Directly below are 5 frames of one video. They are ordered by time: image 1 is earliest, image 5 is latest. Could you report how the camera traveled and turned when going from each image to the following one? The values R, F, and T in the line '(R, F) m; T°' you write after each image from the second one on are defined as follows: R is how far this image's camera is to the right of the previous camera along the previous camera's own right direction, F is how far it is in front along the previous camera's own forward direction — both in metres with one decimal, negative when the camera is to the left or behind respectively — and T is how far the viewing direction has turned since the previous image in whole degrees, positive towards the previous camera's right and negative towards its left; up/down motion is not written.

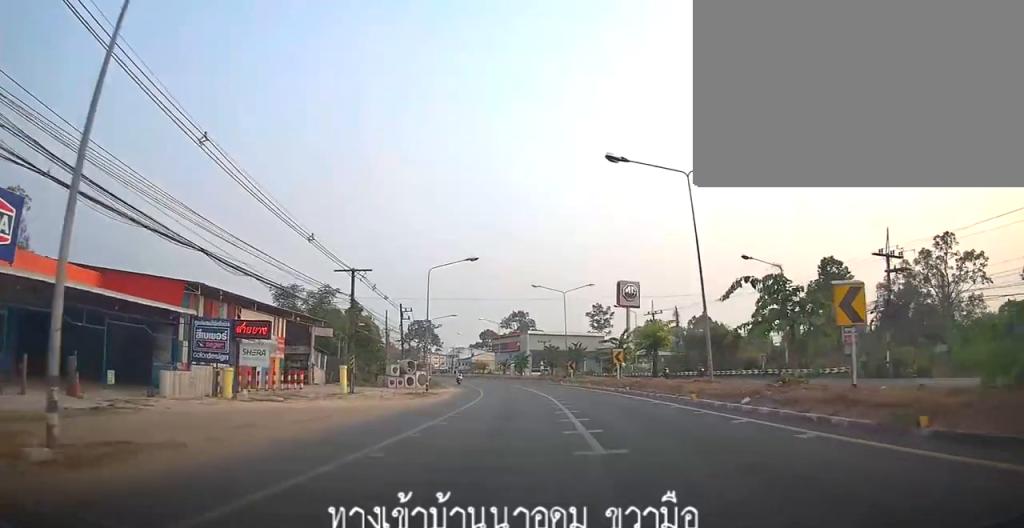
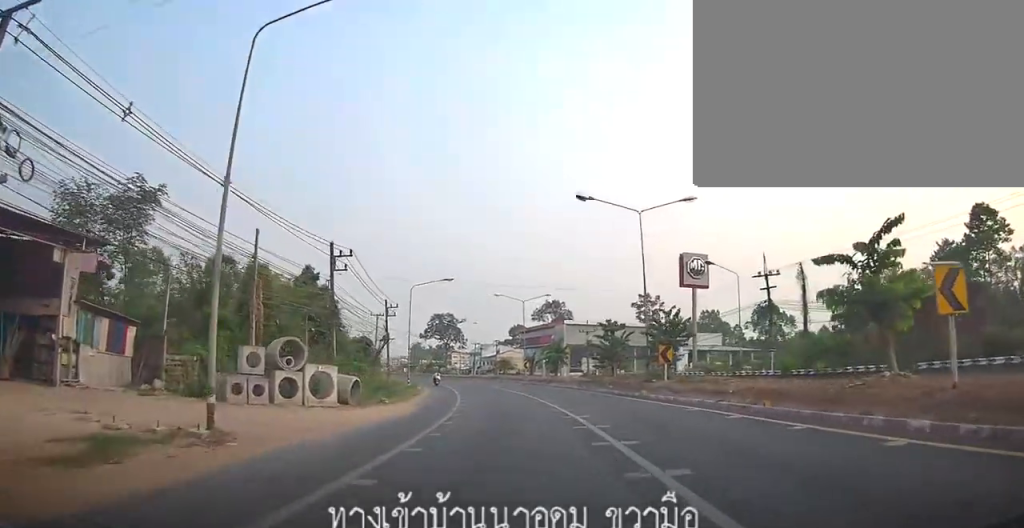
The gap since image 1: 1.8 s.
(-0.3, +28.7) m; -1°
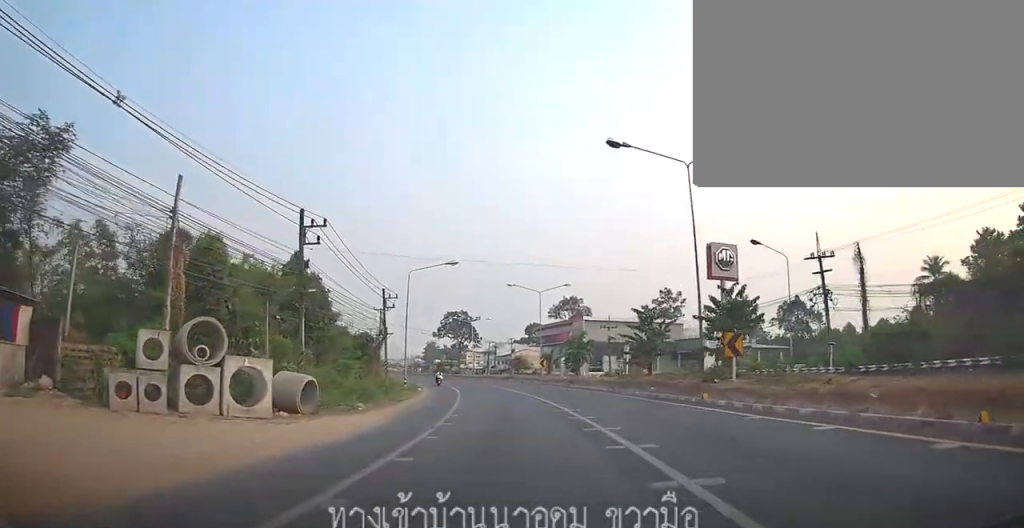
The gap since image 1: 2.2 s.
(+0.5, +6.7) m; -1°
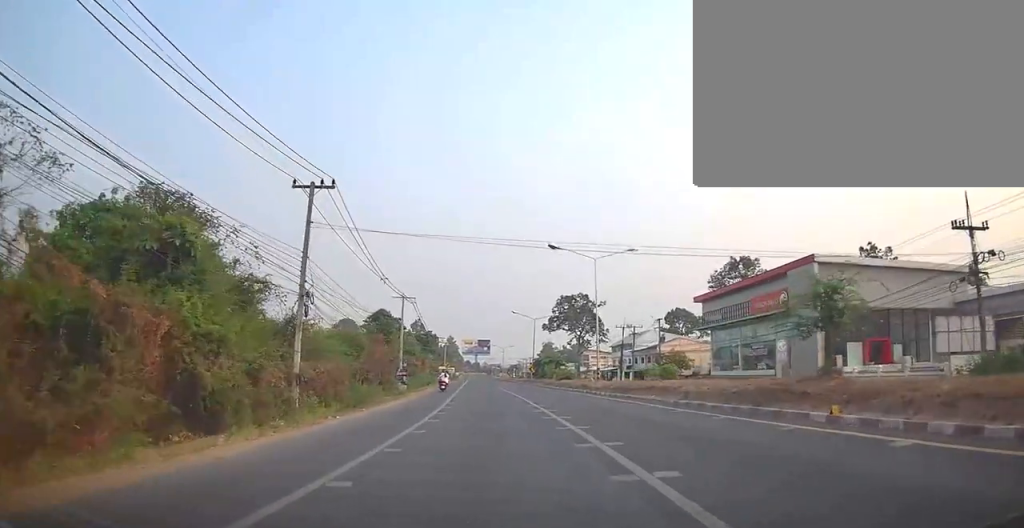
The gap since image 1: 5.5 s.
(-4.1, +51.8) m; -9°
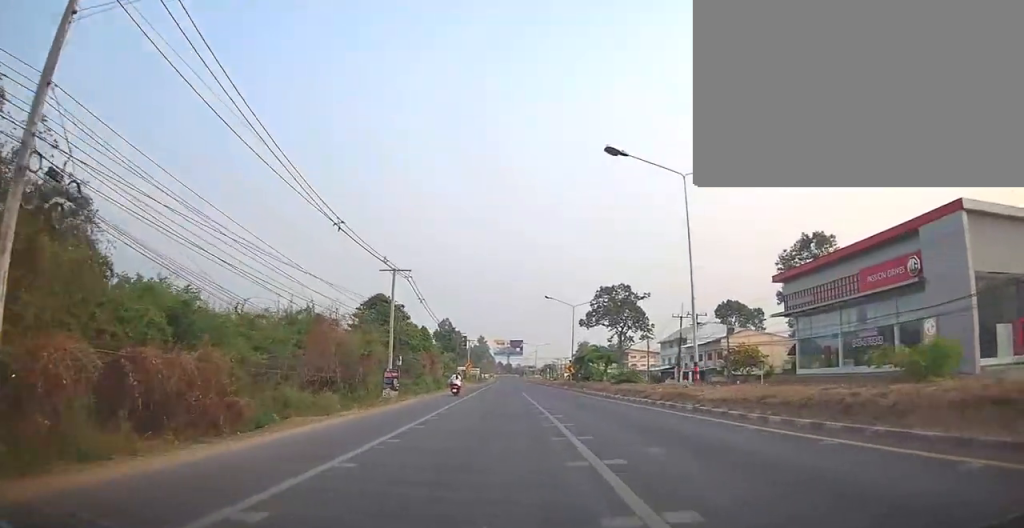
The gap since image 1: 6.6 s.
(-0.3, +15.7) m; -4°
